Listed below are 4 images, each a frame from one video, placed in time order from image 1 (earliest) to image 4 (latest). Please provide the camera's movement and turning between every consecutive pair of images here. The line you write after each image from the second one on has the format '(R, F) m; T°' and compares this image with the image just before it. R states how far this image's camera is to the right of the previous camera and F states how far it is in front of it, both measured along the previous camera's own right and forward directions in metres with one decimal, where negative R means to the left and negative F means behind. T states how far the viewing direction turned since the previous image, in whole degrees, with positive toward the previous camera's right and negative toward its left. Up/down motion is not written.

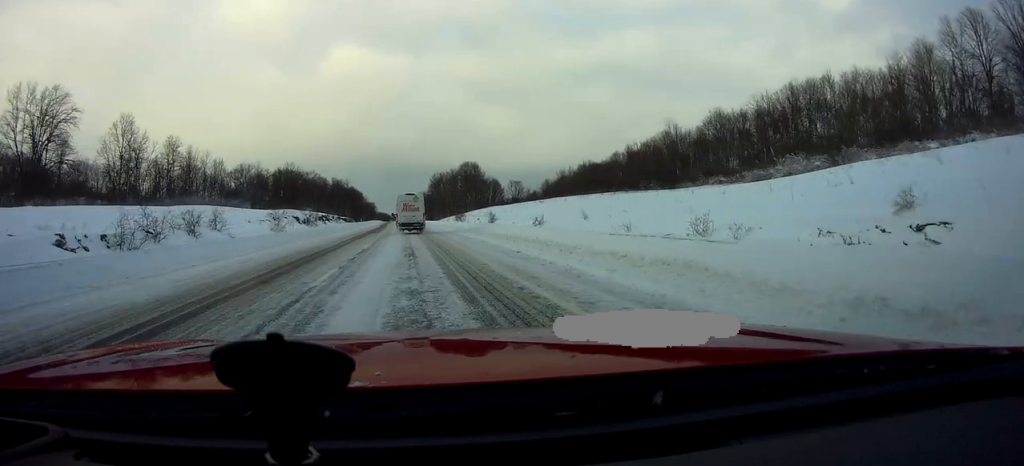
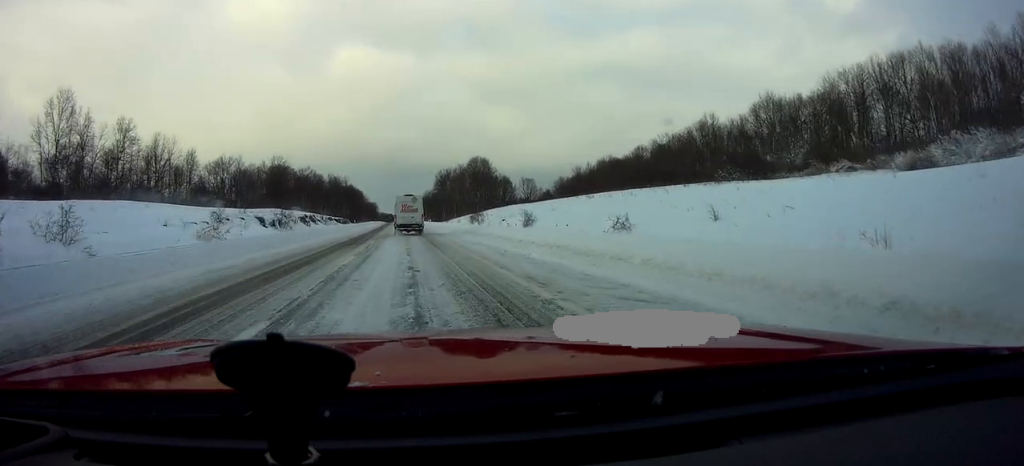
(-0.2, +18.9) m; 0°
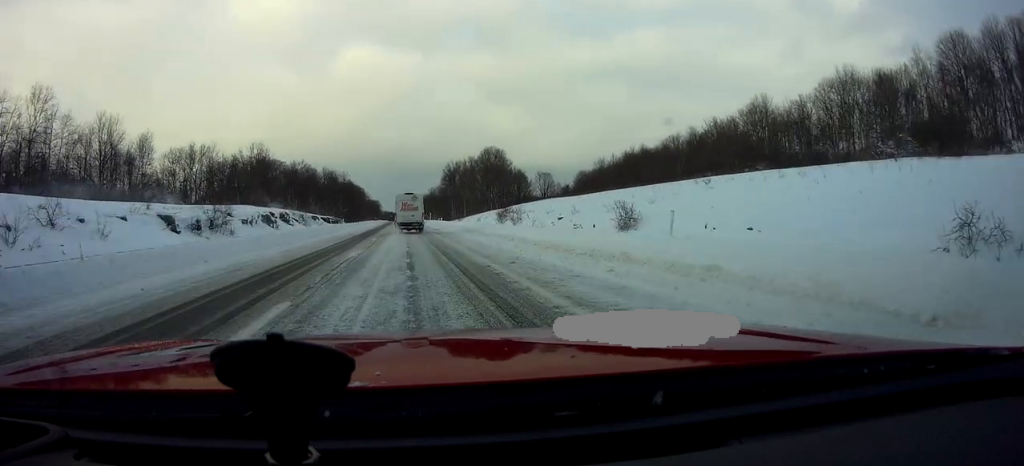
(+0.1, +22.6) m; 0°
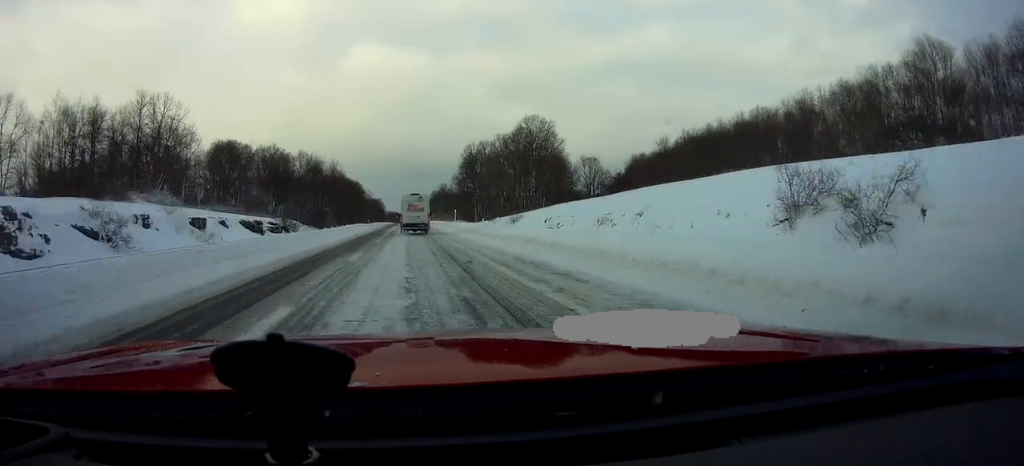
(+0.3, +49.4) m; -2°
